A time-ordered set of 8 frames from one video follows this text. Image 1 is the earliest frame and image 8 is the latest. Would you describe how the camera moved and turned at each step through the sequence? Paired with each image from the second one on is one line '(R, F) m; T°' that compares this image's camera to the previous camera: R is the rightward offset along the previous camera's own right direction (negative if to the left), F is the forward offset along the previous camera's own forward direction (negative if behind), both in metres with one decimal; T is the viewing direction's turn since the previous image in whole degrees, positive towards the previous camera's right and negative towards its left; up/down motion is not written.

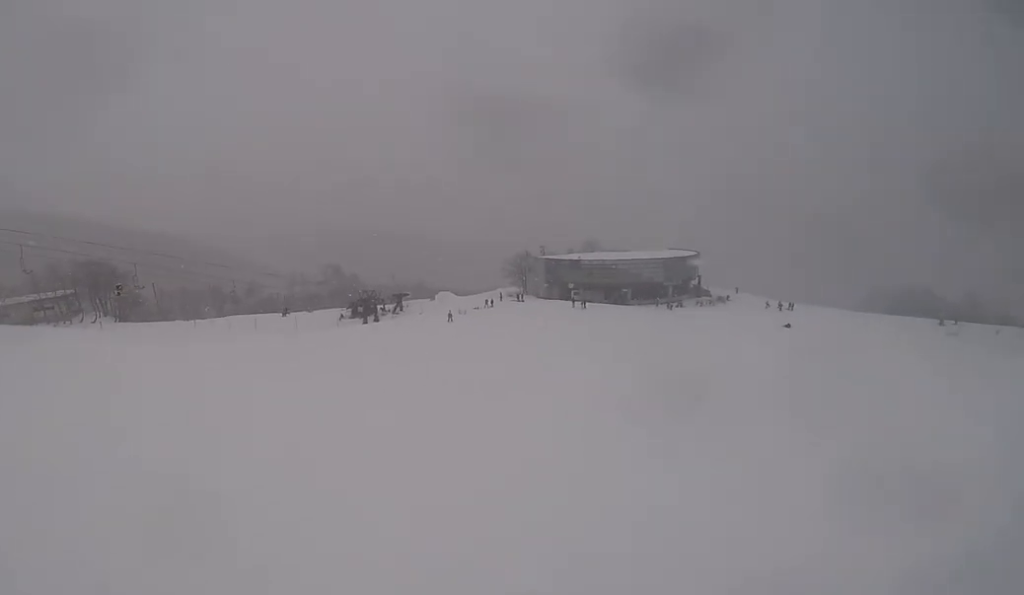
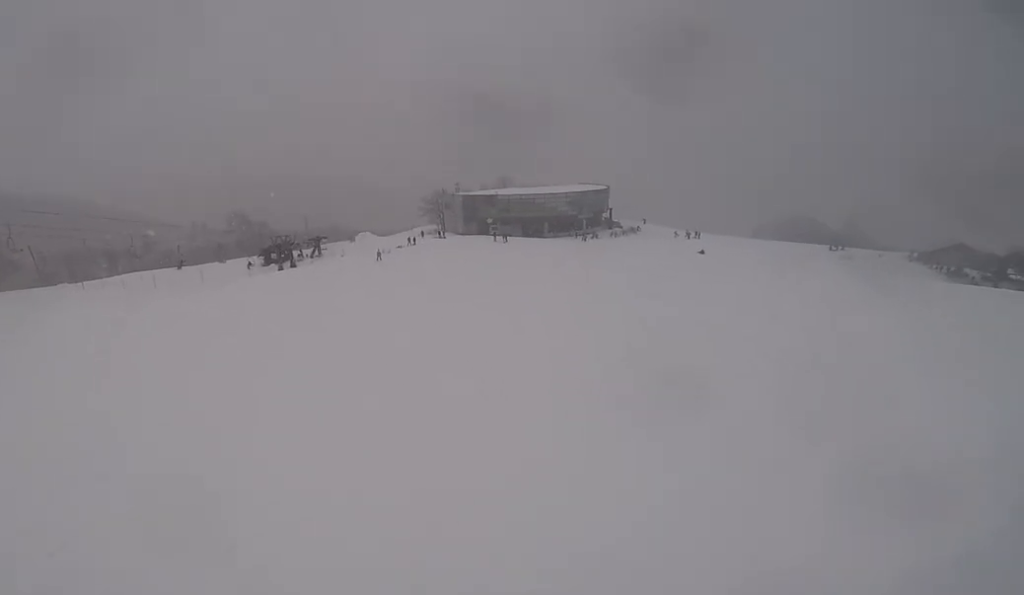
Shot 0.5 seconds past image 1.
(+0.5, +4.0) m; +10°
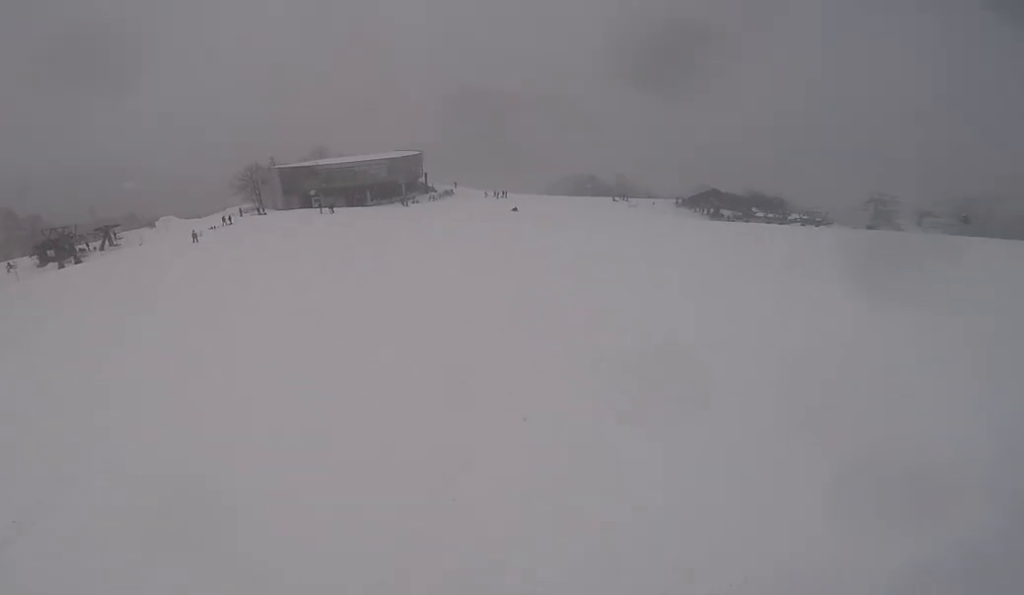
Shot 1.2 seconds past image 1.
(+0.6, +5.5) m; +12°
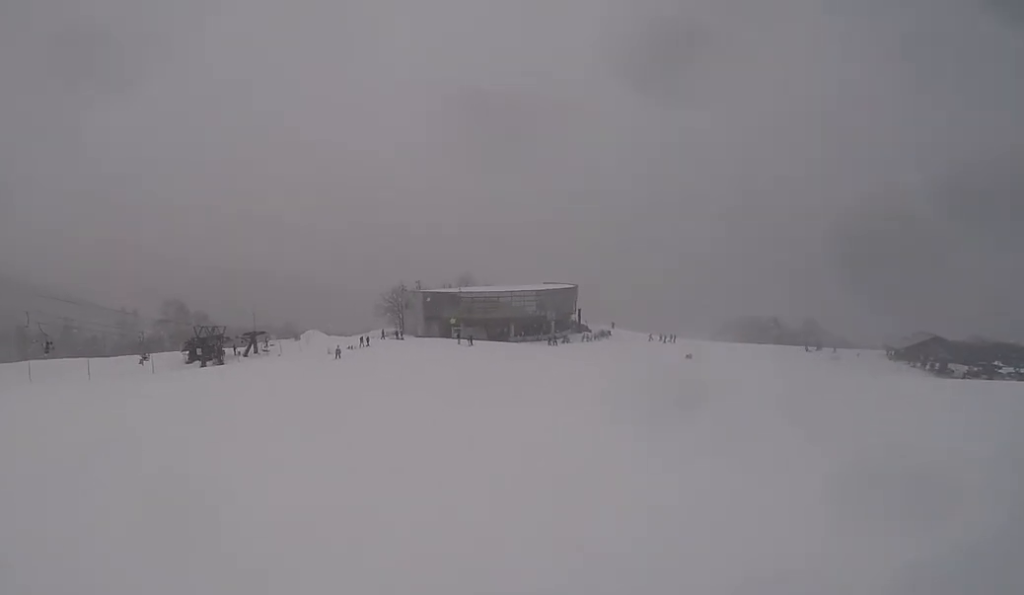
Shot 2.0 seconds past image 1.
(+0.7, +6.6) m; -3°
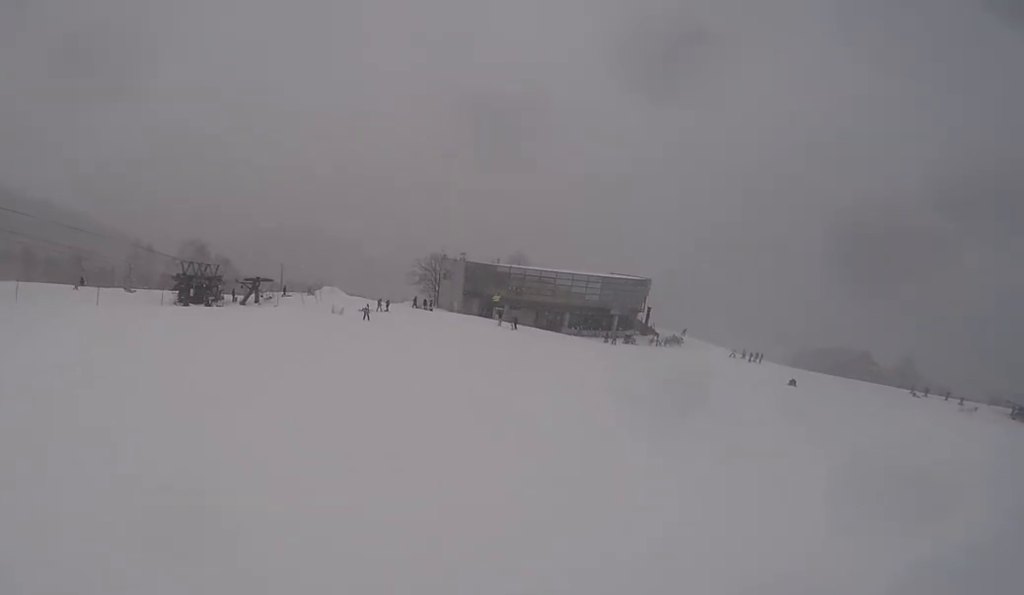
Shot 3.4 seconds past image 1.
(-2.1, +11.1) m; -20°
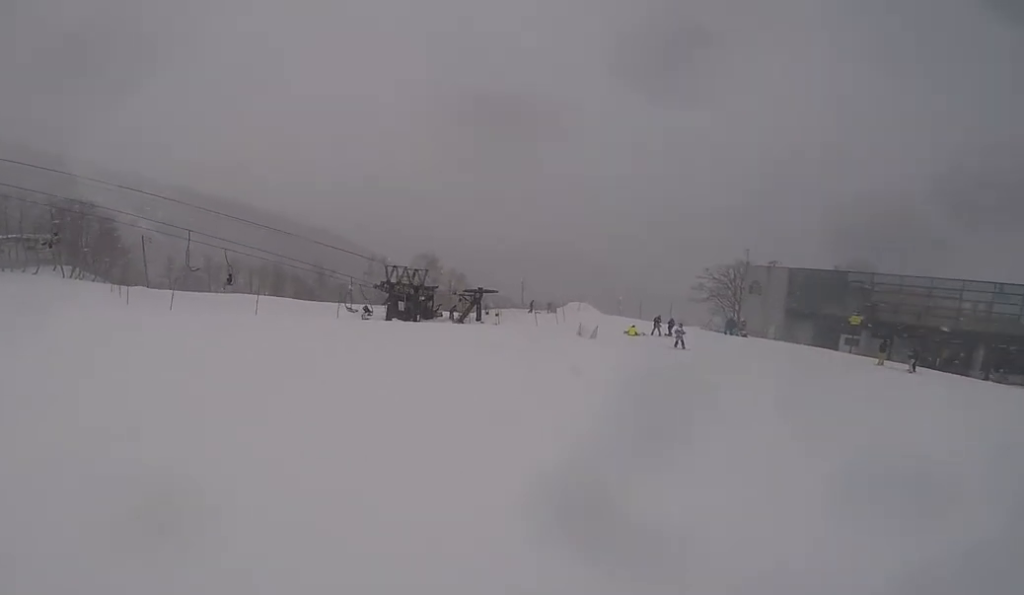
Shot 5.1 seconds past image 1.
(-1.5, +13.0) m; -14°
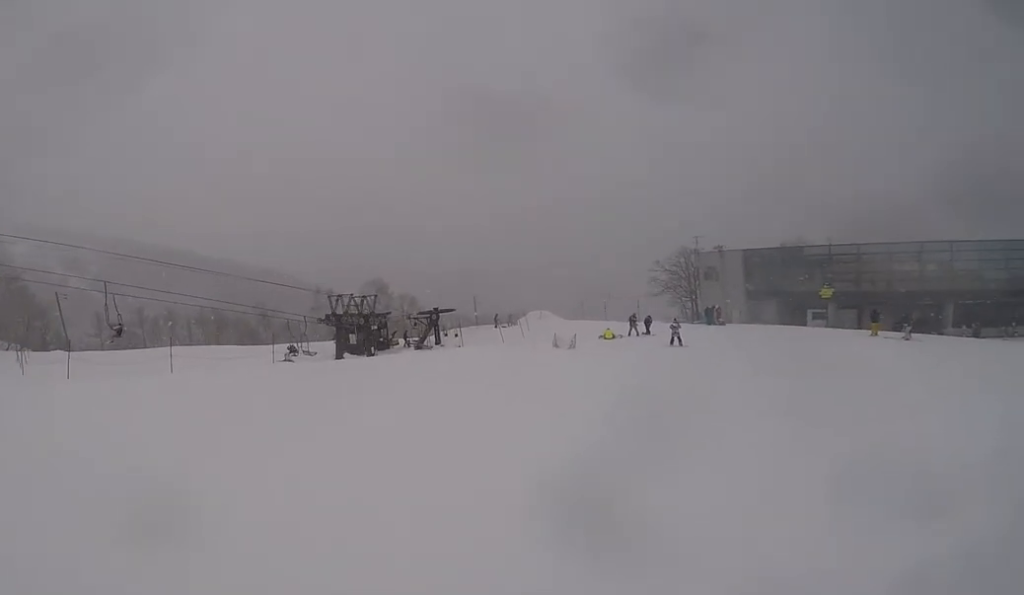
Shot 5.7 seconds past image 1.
(-0.4, +4.5) m; -1°
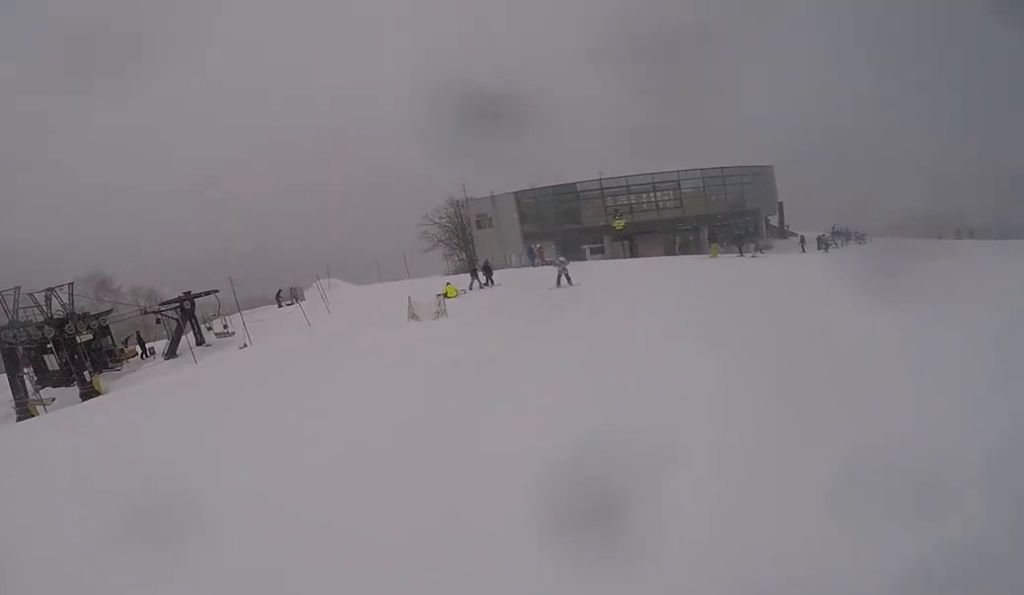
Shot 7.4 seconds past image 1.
(+1.2, +12.8) m; +21°
